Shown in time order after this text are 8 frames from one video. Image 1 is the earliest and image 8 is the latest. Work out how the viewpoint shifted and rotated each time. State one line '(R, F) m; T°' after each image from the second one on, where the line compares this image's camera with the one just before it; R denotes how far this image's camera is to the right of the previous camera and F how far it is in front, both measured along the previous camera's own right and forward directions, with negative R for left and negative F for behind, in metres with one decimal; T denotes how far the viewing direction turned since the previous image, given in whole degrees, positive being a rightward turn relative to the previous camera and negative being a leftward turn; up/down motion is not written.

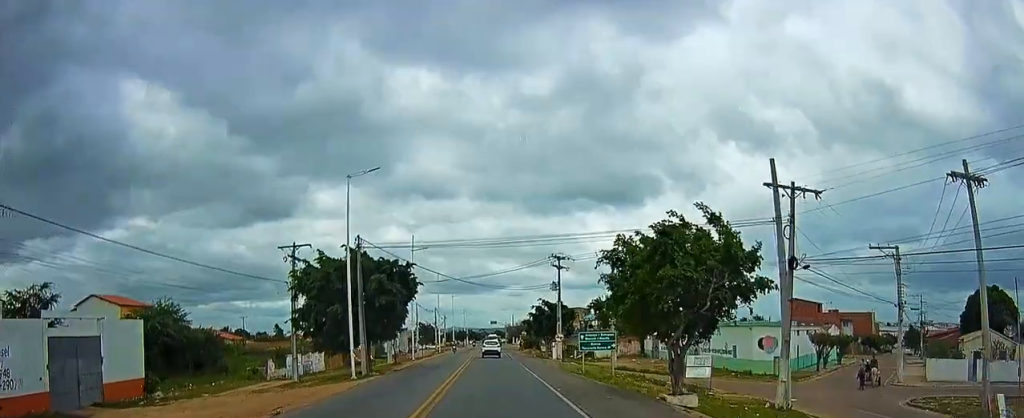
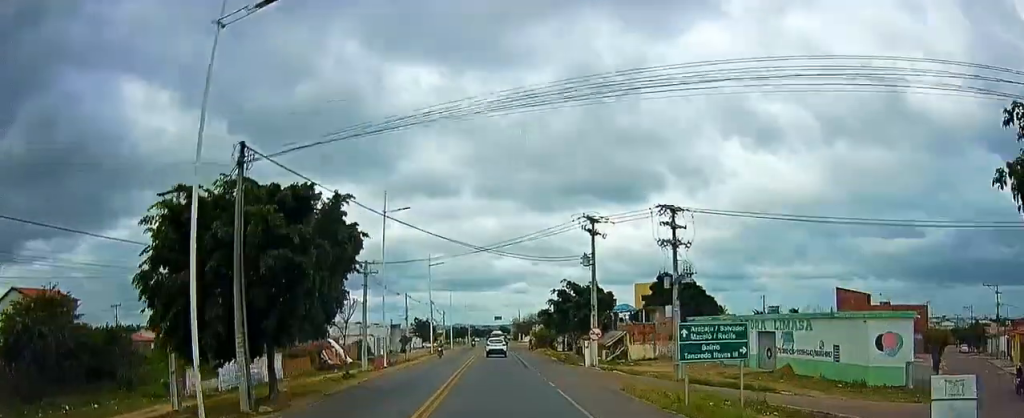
(+0.6, +17.3) m; 0°
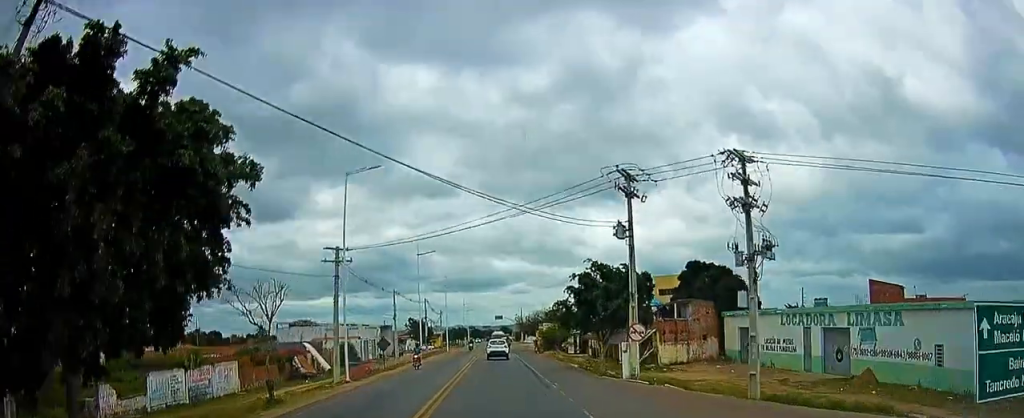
(-0.6, +10.9) m; -1°
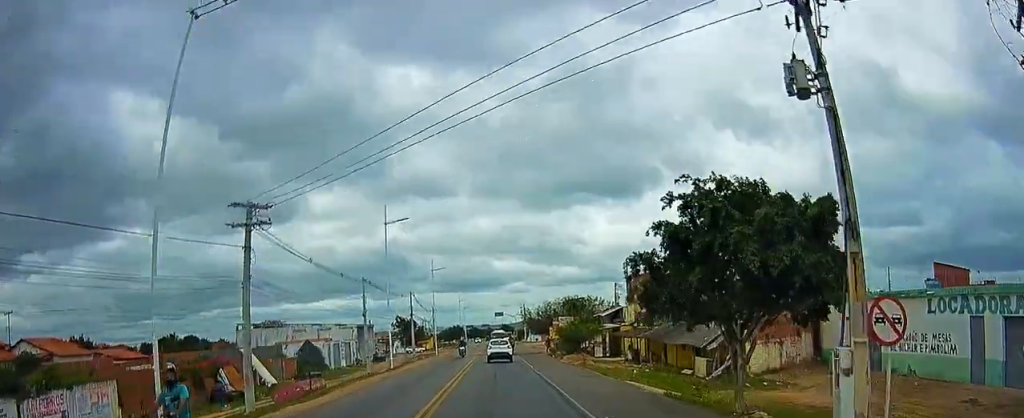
(+0.4, +18.1) m; 0°
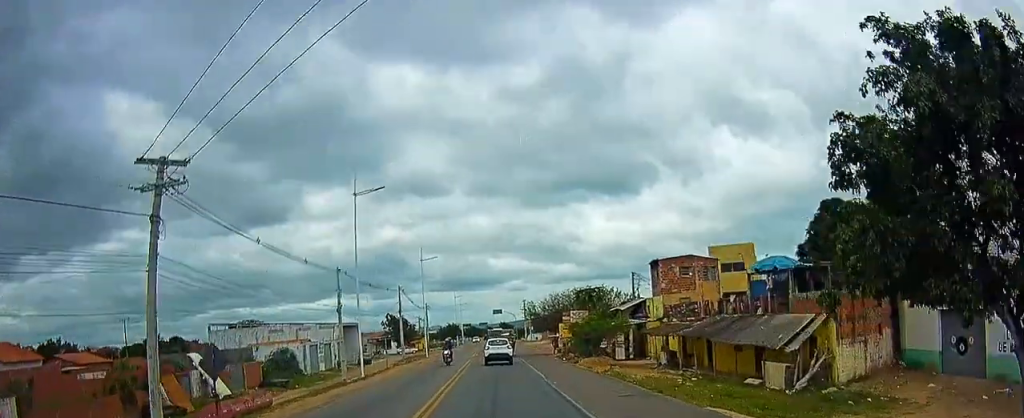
(0.0, +9.7) m; -3°
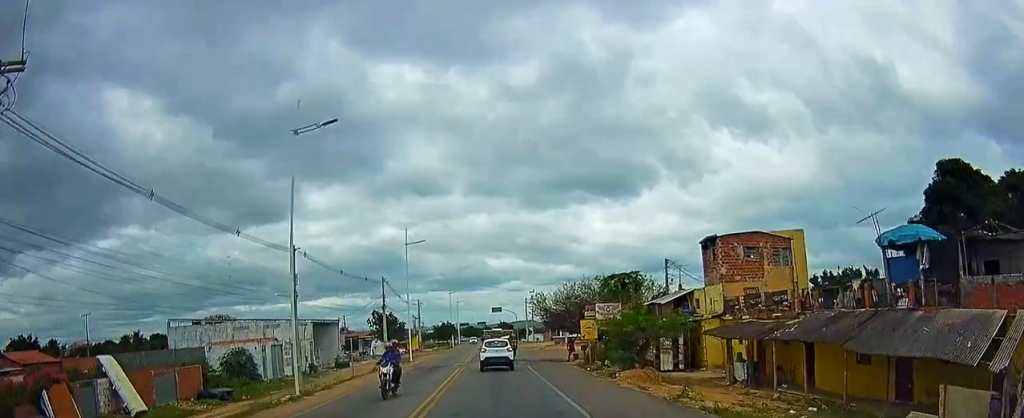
(-0.6, +12.3) m; -1°
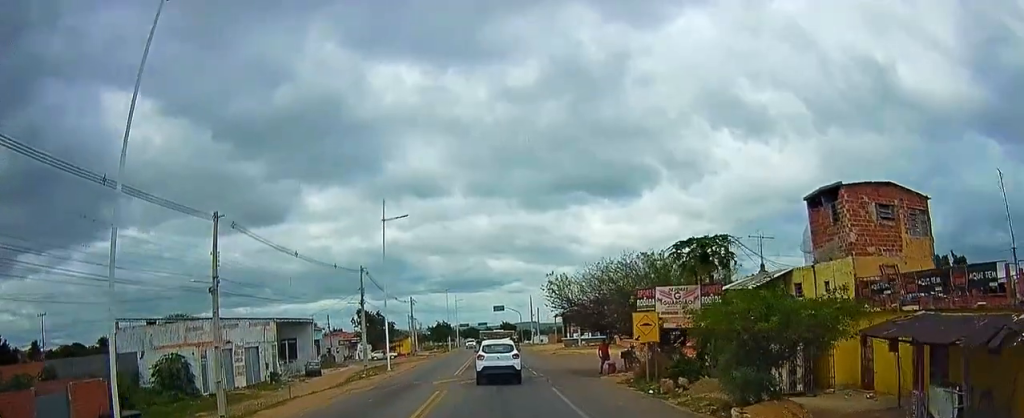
(+0.6, +13.8) m; +2°
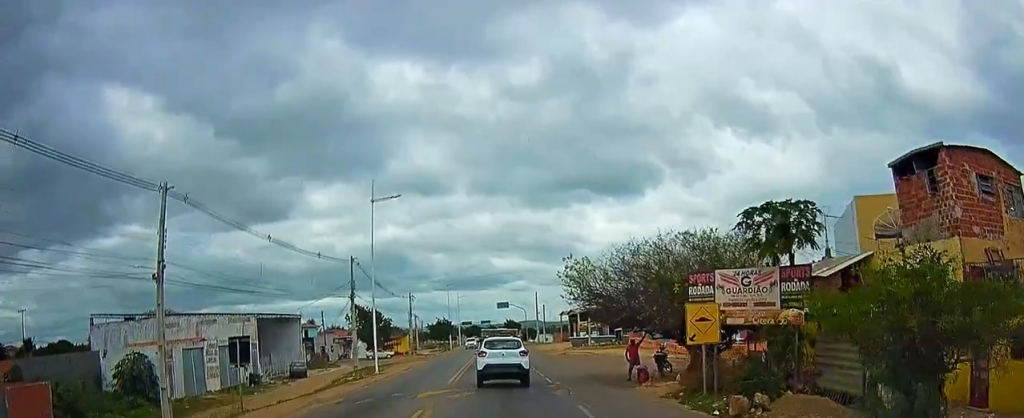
(+0.1, +6.6) m; -1°
